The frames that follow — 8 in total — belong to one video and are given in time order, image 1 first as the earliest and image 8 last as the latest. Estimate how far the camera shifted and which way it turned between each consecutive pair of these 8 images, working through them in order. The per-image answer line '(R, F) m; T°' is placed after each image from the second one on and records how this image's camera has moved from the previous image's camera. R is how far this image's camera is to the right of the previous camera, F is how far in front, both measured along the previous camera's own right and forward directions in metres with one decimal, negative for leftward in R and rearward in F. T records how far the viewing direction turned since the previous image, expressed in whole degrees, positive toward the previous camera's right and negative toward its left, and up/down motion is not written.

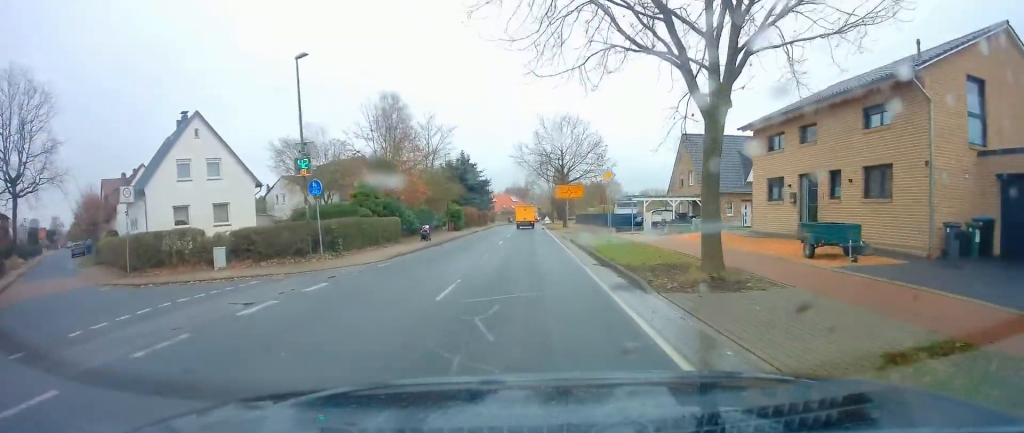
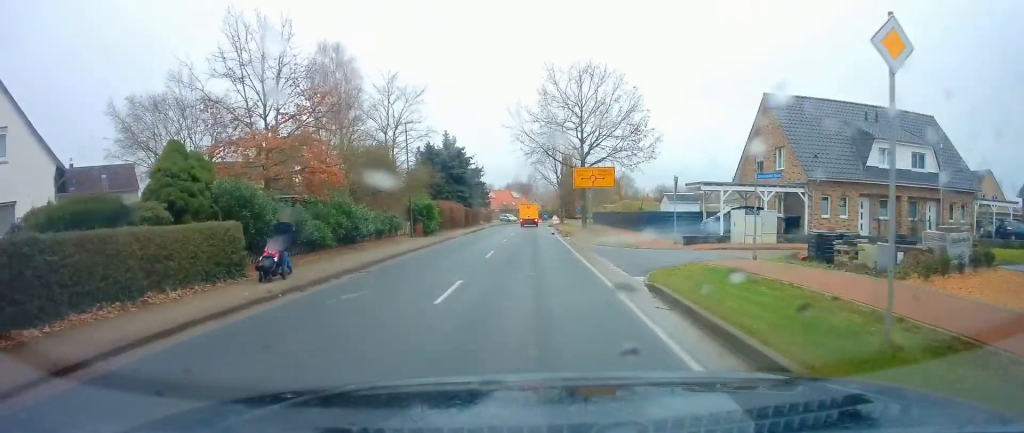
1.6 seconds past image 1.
(0.0, +18.7) m; 0°
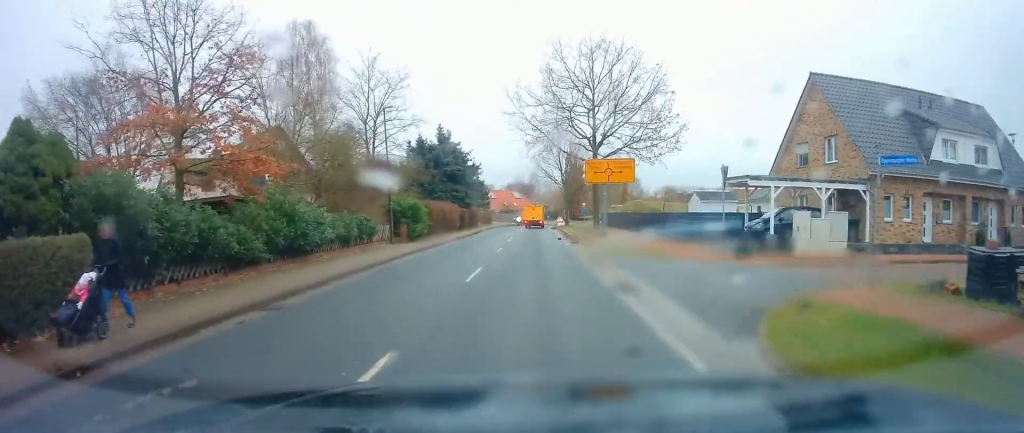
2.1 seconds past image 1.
(0.0, +6.0) m; -1°
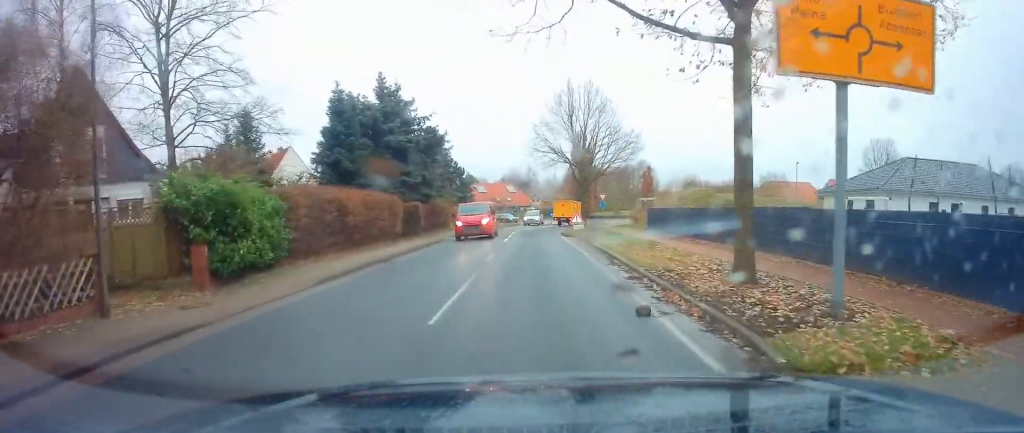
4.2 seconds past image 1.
(-0.2, +23.1) m; 0°
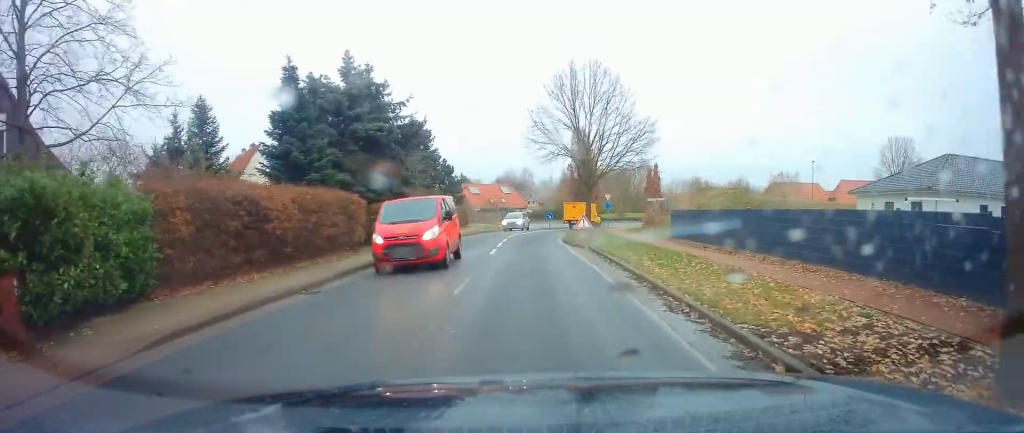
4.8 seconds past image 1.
(0.0, +6.4) m; 0°
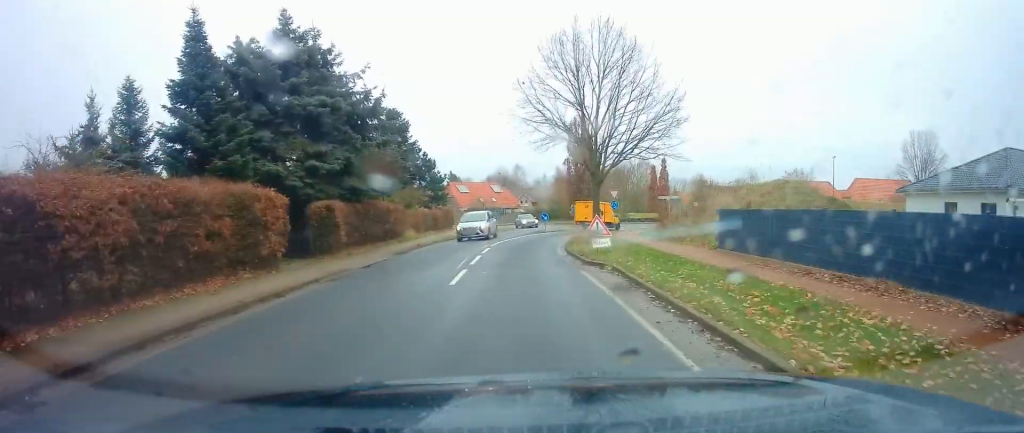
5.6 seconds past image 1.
(-0.1, +7.7) m; 0°
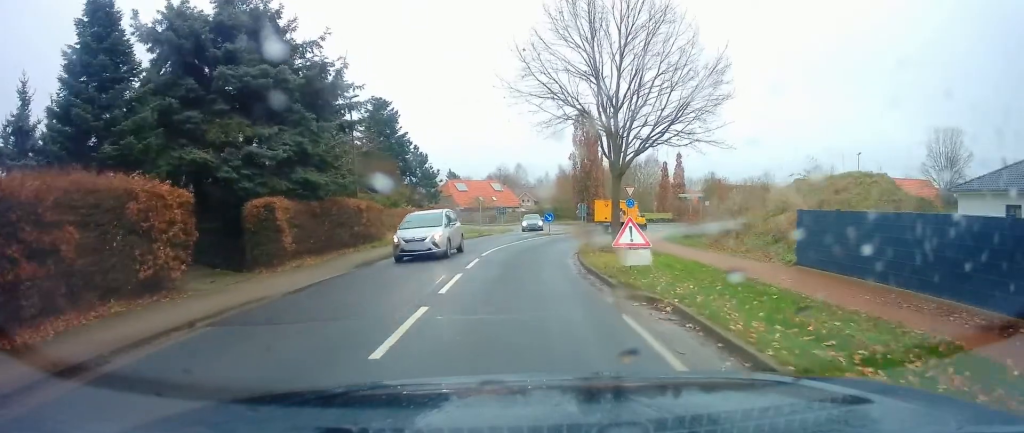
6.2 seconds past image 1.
(0.0, +5.5) m; +1°
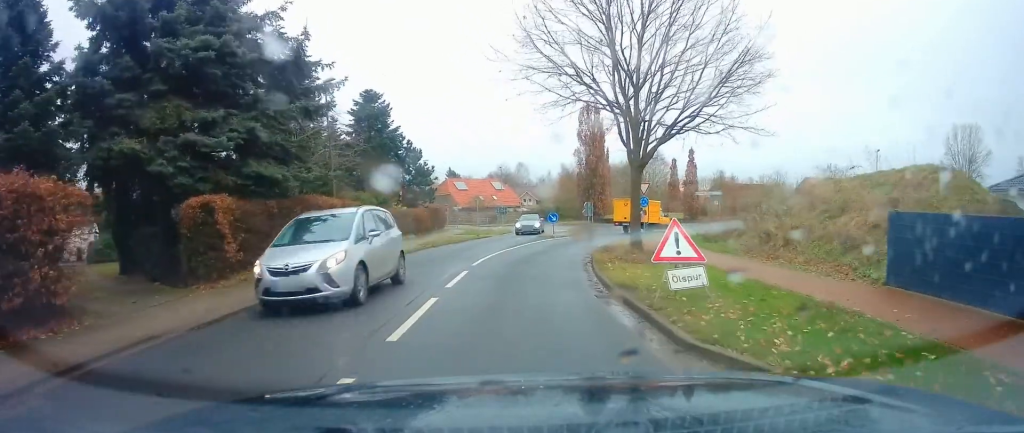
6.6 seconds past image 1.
(0.0, +3.7) m; +1°
